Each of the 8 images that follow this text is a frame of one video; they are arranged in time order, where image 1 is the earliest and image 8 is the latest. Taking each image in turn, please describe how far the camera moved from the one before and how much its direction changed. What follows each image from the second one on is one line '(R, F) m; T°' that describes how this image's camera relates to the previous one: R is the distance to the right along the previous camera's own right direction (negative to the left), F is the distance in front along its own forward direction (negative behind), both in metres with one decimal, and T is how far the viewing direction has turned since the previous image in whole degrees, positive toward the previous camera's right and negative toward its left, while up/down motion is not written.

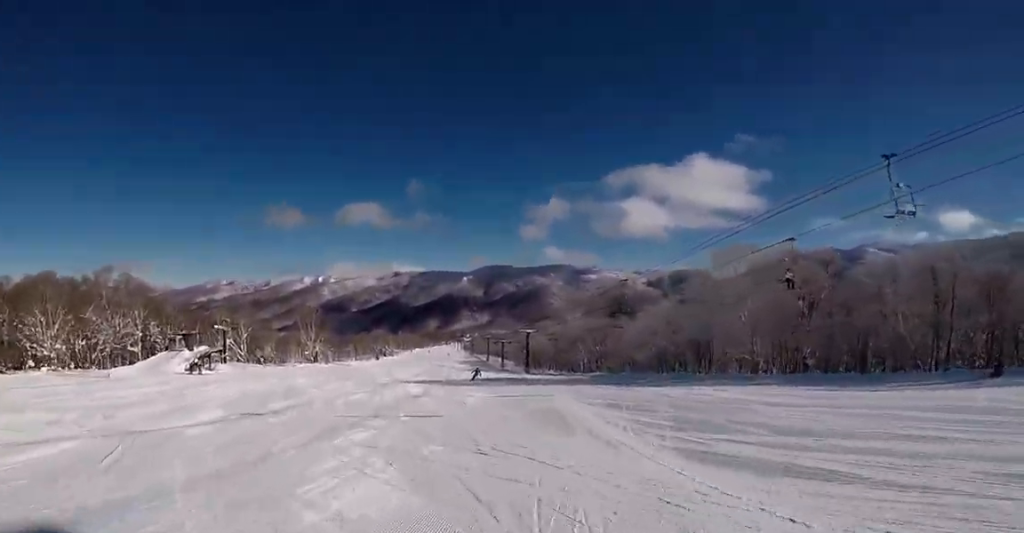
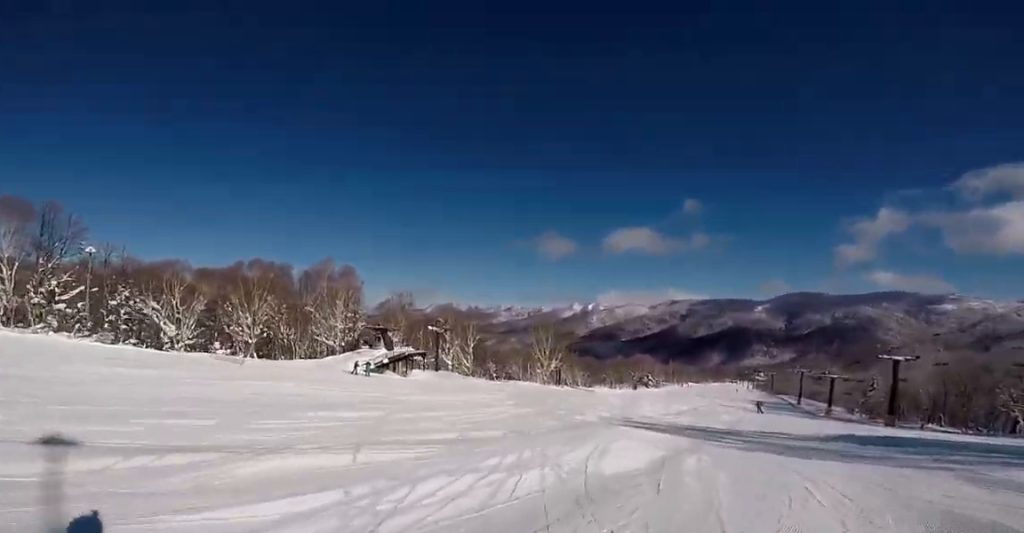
(+1.0, +22.3) m; +3°
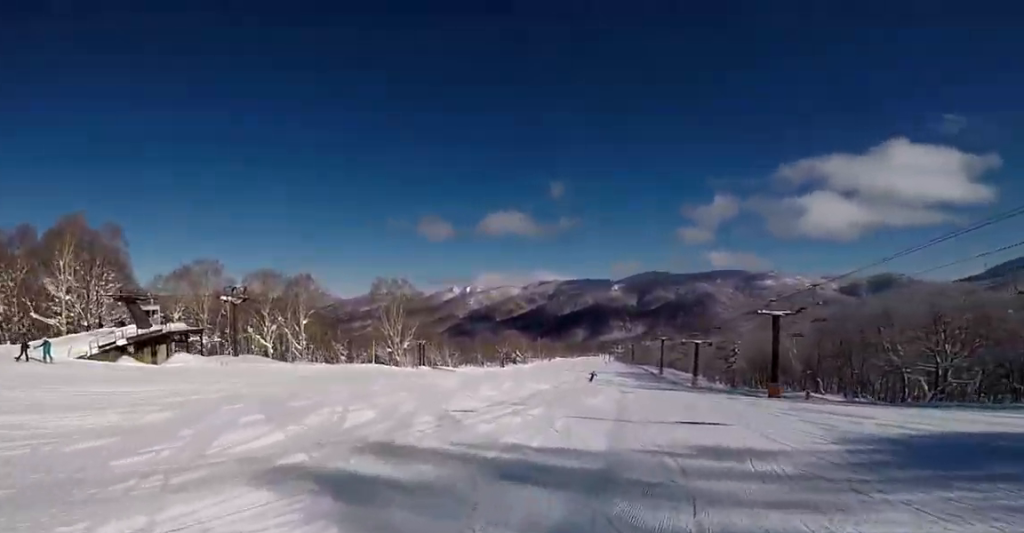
(+0.4, +15.0) m; -3°
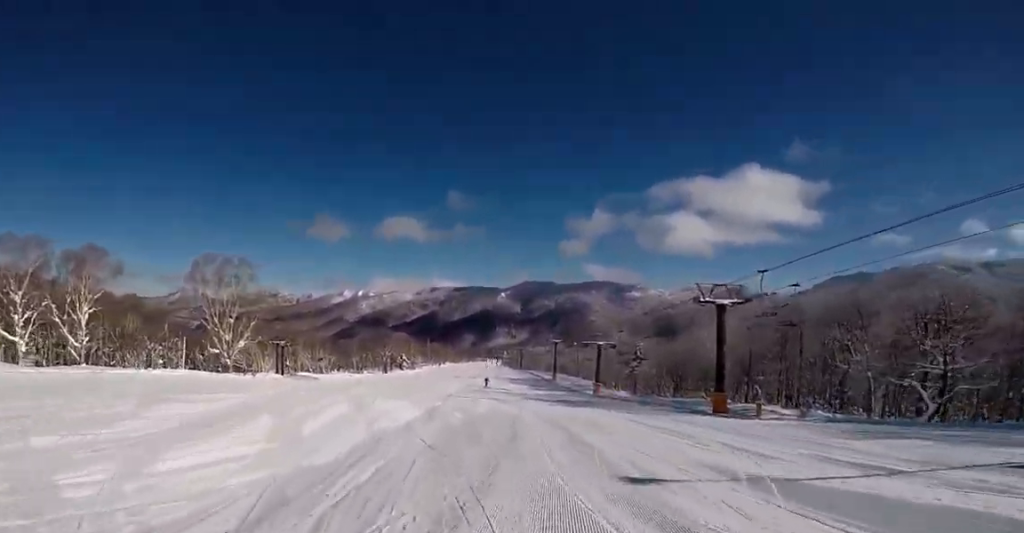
(-1.0, +14.9) m; 0°
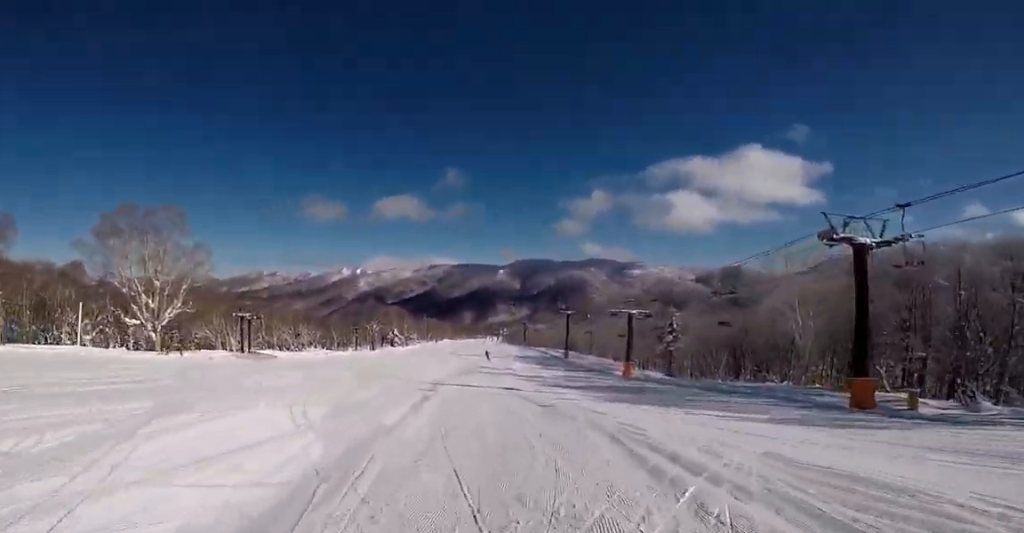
(+0.8, +12.5) m; -1°
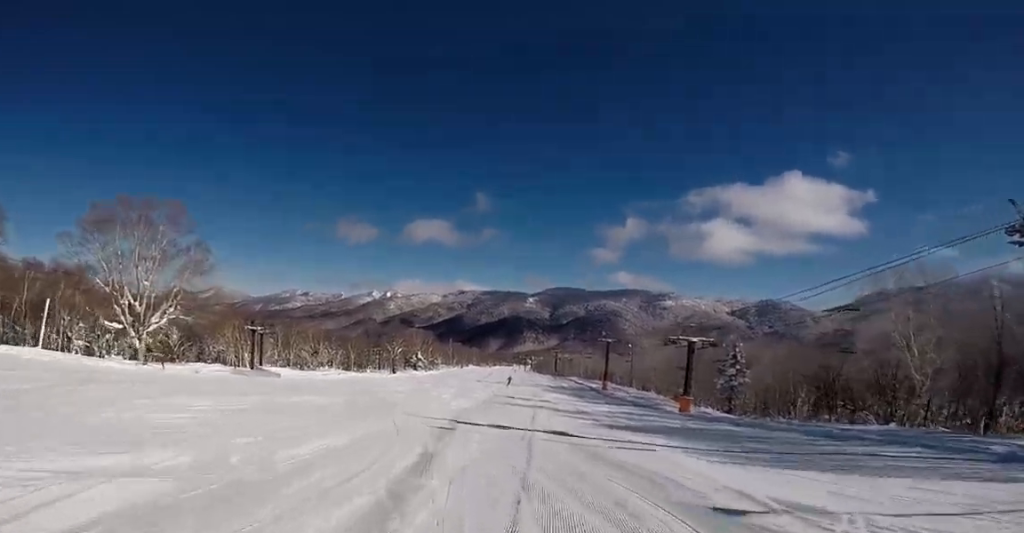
(-0.5, +6.6) m; -3°
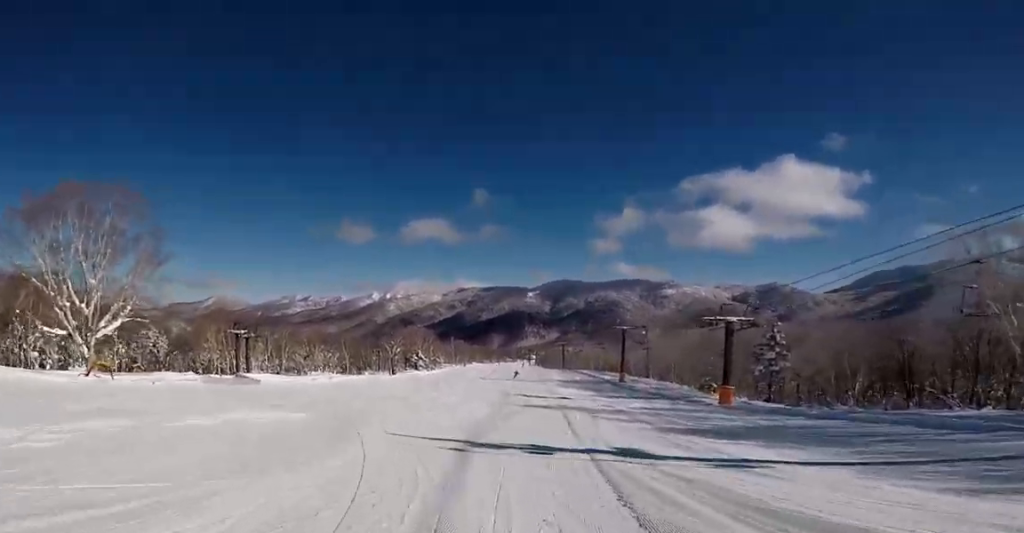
(-0.2, +5.7) m; -2°
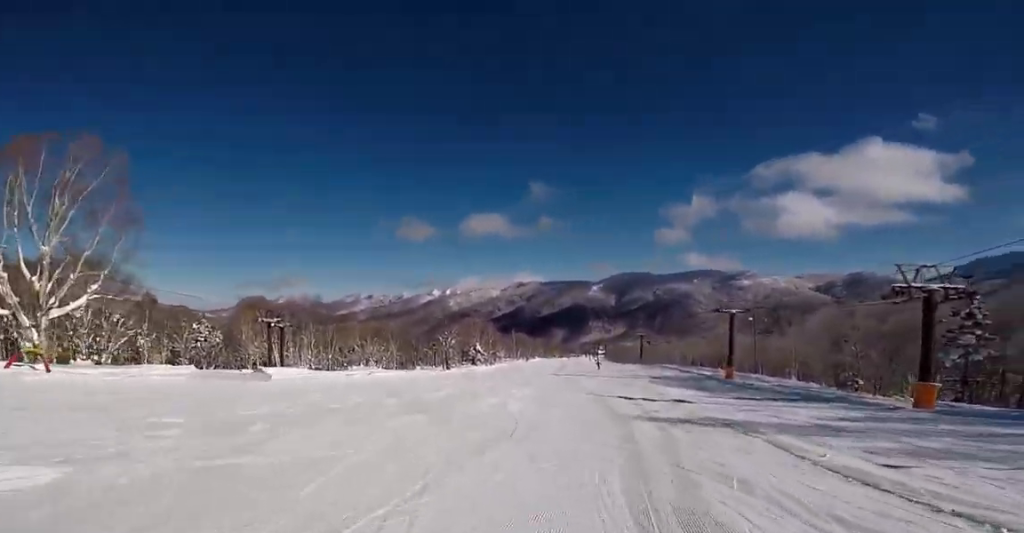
(0.0, +10.6) m; -3°
